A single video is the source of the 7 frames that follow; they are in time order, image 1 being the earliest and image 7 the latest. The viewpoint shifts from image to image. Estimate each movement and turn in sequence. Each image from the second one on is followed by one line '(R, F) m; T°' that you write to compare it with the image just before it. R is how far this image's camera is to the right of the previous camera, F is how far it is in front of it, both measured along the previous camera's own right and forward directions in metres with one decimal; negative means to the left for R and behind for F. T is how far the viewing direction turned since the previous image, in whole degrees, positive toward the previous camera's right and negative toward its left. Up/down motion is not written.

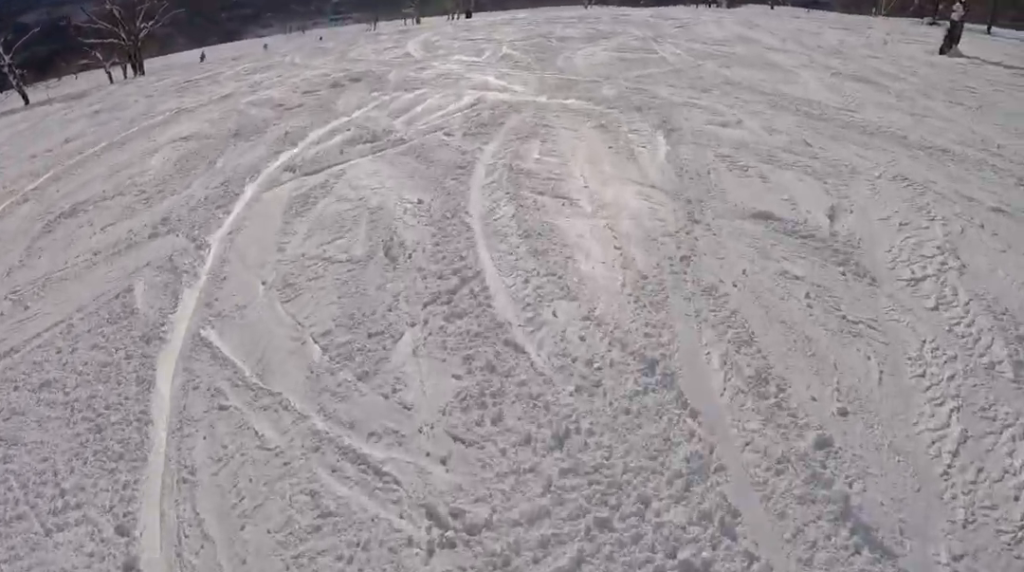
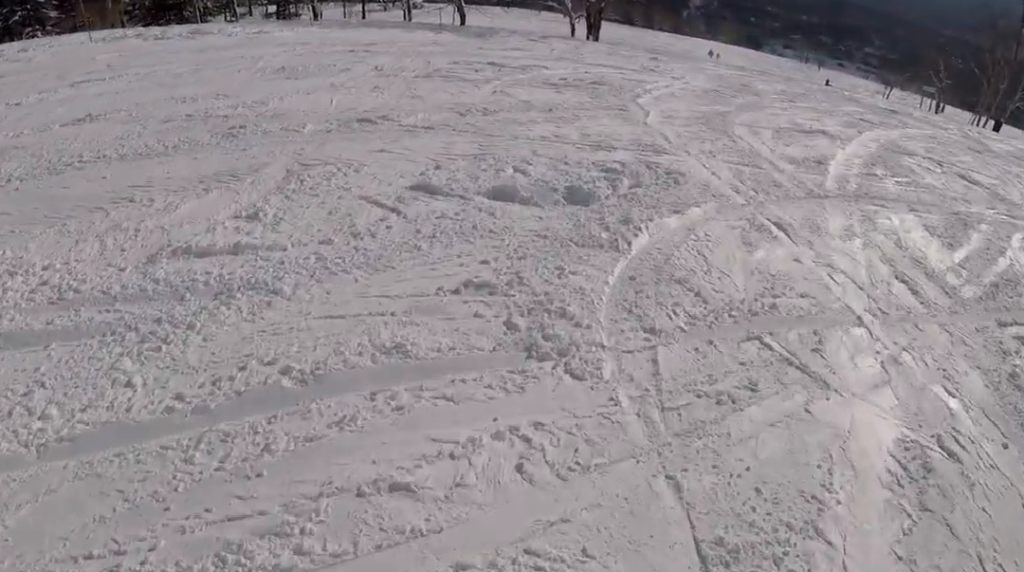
(-3.6, +8.6) m; -39°
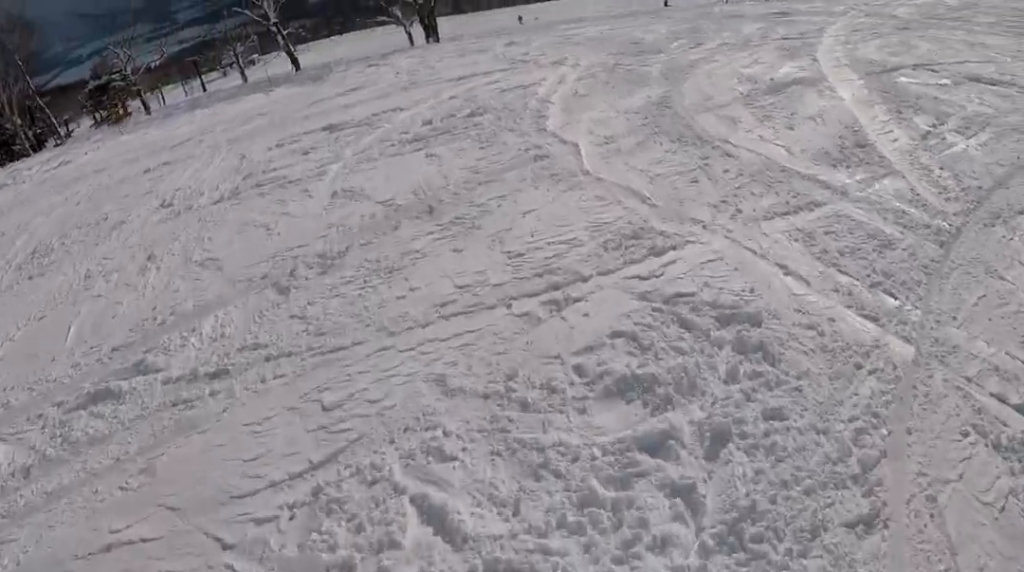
(-0.5, +4.1) m; +11°
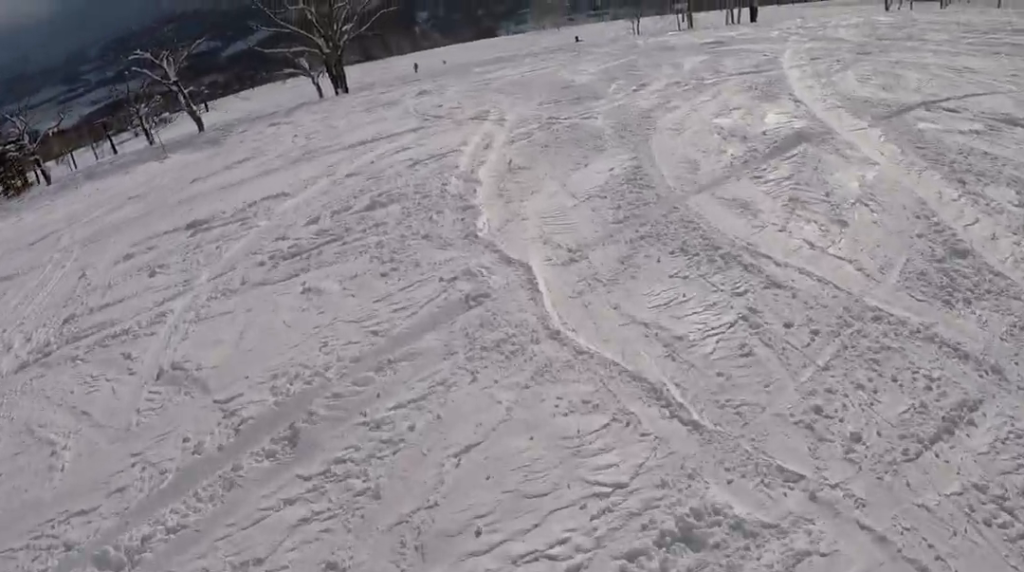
(+0.4, +1.8) m; +8°
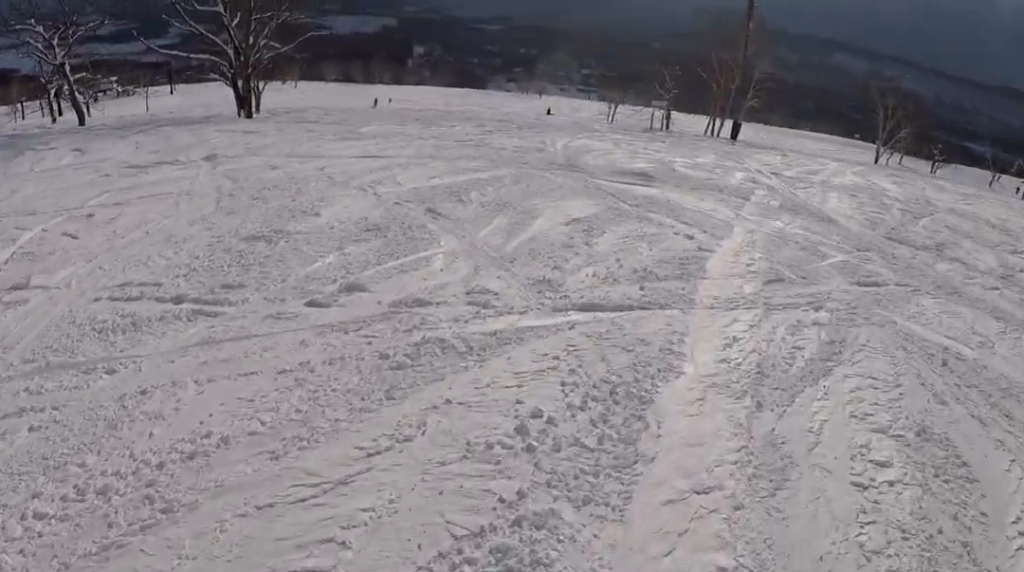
(+1.1, +7.6) m; -11°
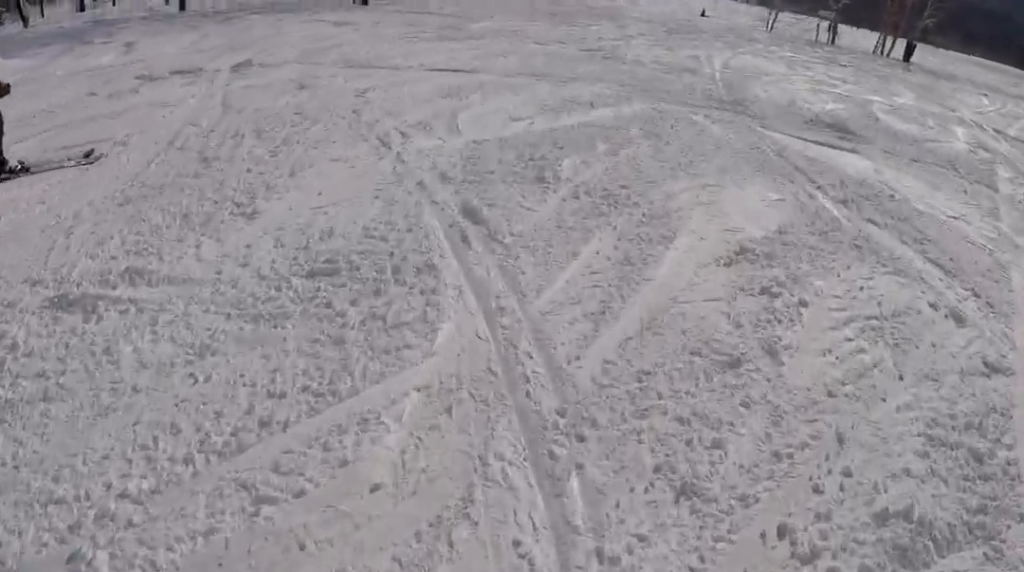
(-1.2, +4.5) m; -9°
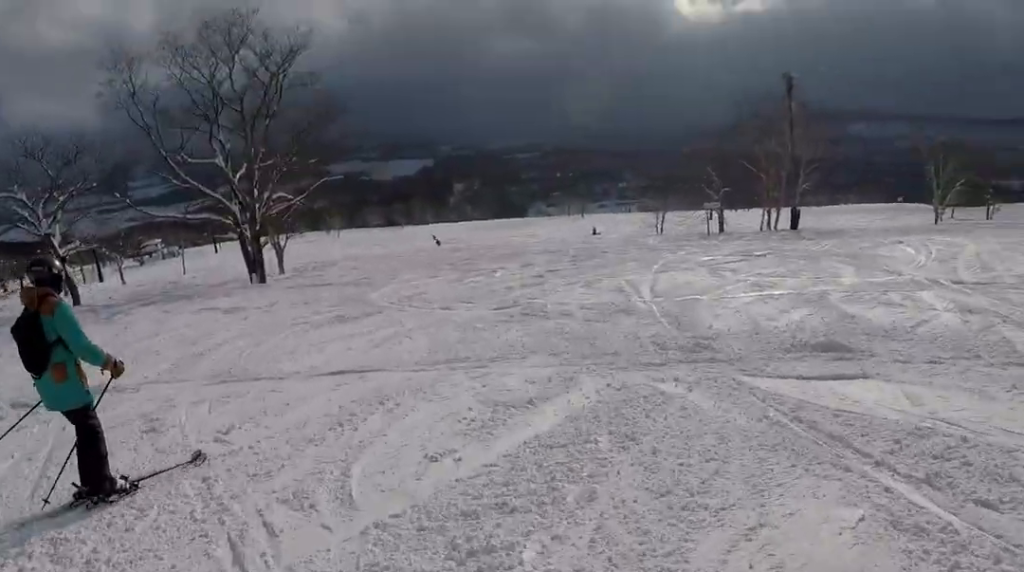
(+0.3, +2.5) m; +9°
